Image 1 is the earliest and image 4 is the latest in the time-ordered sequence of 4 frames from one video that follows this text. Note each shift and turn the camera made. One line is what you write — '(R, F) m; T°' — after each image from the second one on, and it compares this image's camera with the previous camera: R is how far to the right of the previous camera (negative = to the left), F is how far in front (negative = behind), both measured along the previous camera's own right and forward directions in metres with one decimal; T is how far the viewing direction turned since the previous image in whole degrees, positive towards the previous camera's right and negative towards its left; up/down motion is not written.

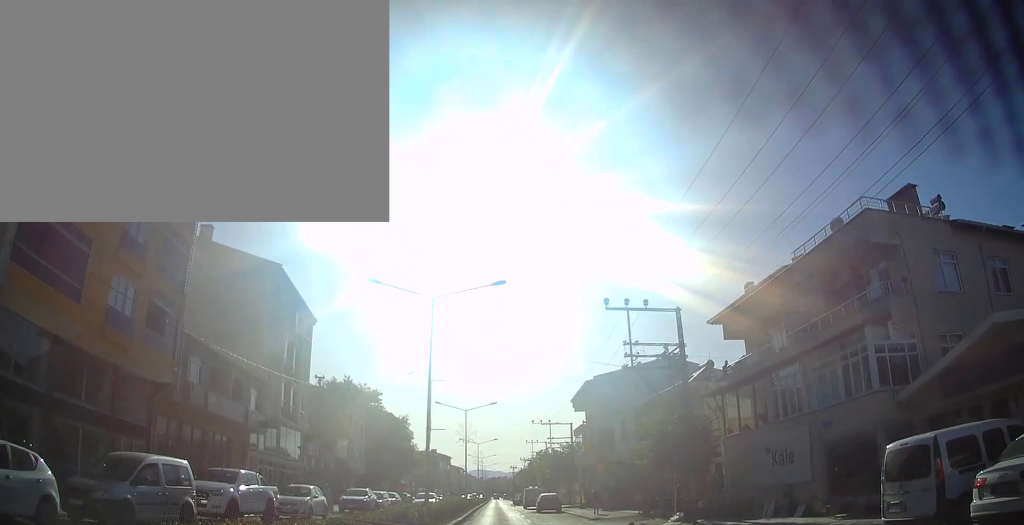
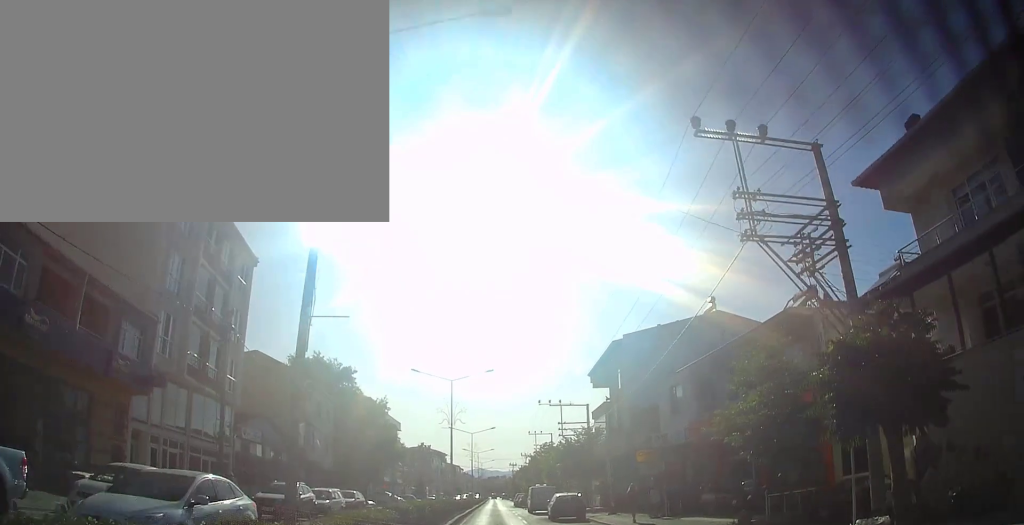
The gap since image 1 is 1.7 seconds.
(+0.5, +12.8) m; +2°
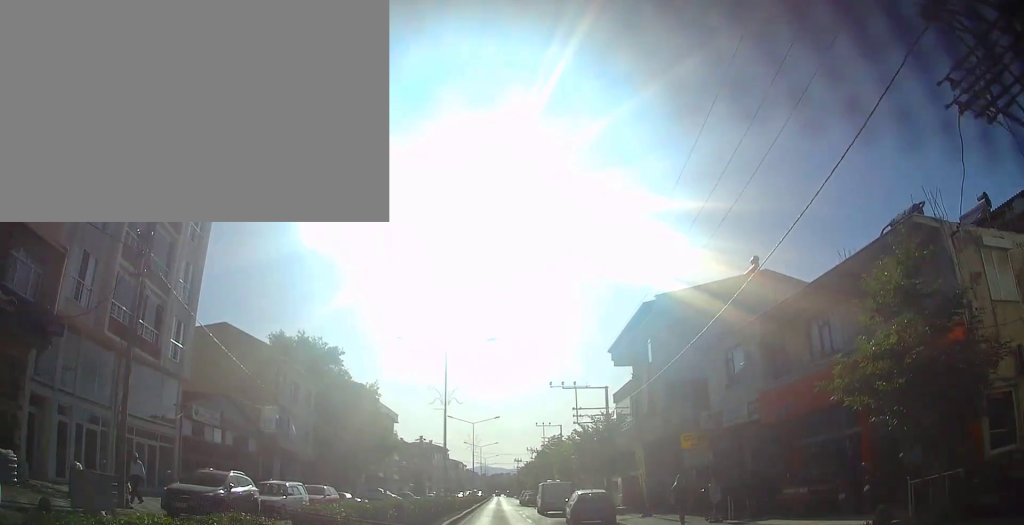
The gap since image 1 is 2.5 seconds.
(-0.1, +6.9) m; -1°
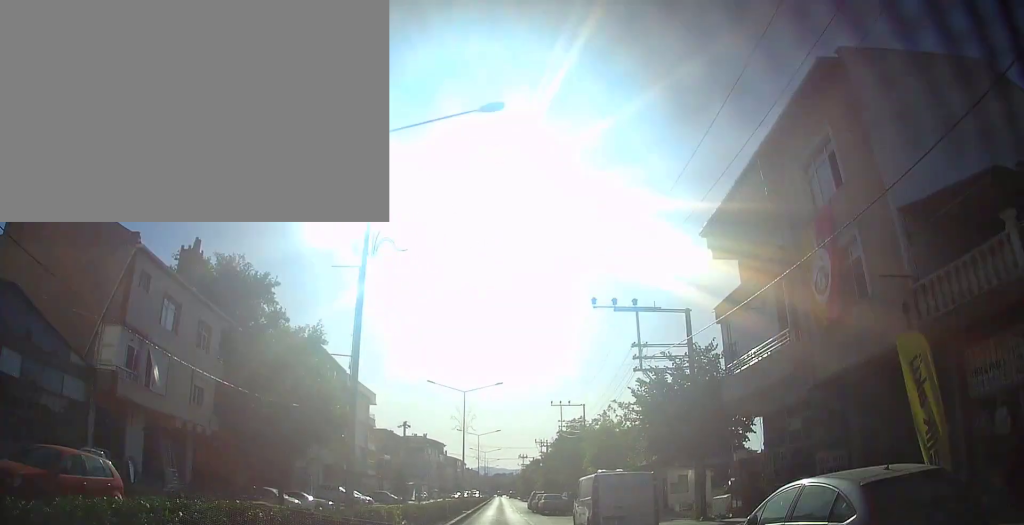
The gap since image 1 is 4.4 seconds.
(-0.3, +18.7) m; 0°
